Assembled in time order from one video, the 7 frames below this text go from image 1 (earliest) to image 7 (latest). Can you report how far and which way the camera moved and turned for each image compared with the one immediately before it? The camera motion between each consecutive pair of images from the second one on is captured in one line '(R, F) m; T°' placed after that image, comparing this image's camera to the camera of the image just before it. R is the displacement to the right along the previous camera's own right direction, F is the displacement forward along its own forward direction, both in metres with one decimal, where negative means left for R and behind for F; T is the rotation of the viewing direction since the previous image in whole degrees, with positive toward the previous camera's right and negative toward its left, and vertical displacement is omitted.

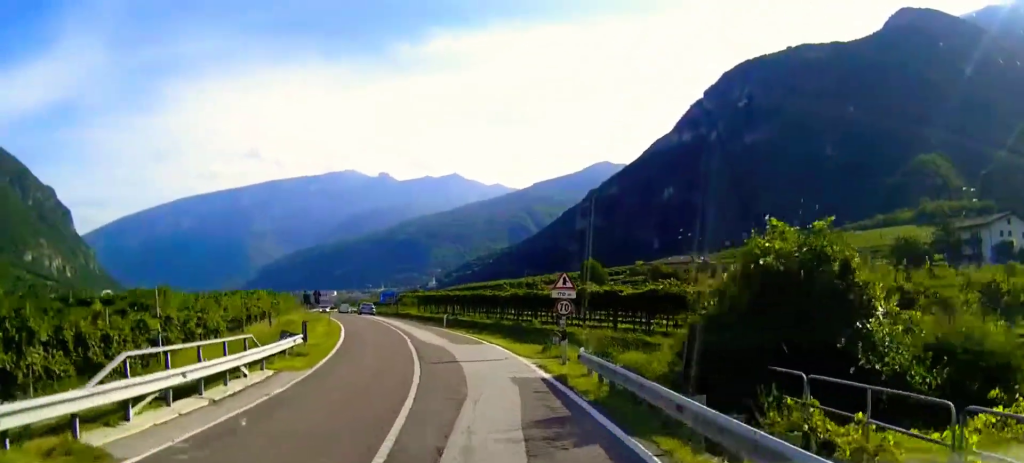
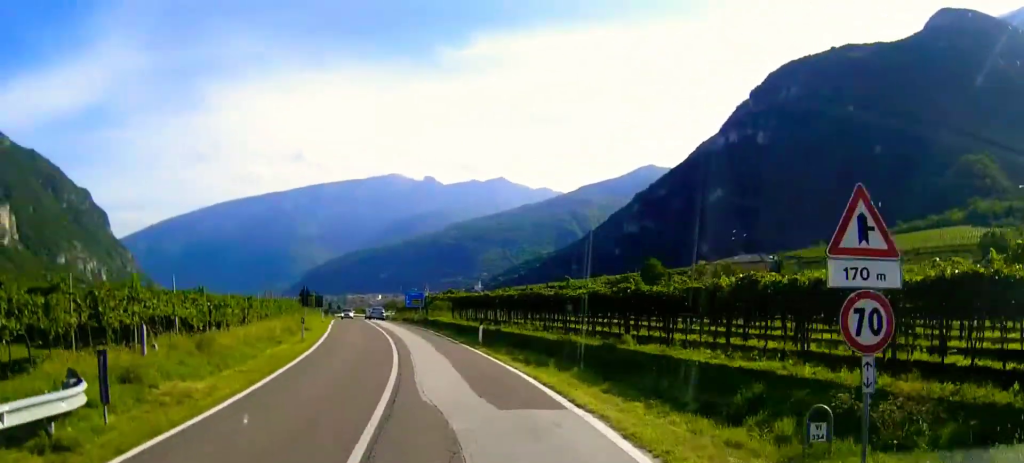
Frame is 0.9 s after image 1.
(-0.3, +18.4) m; -3°
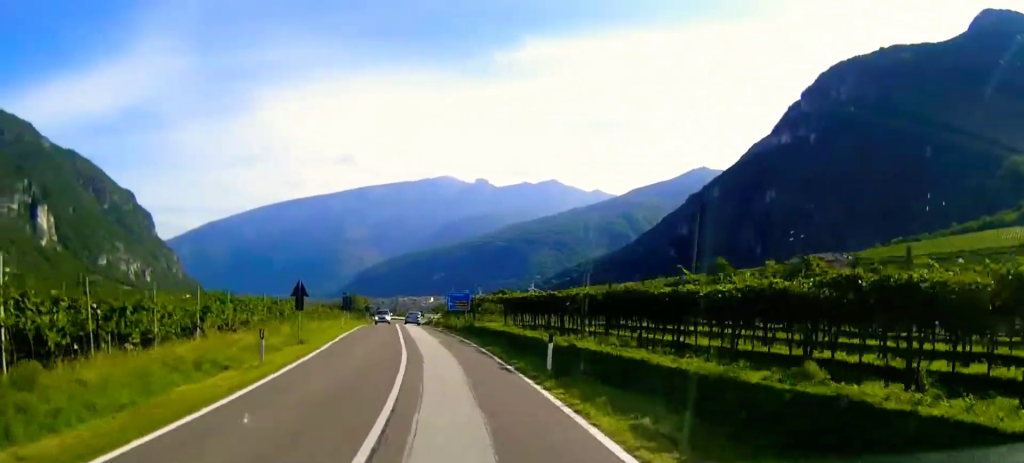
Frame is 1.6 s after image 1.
(-0.2, +13.2) m; -3°
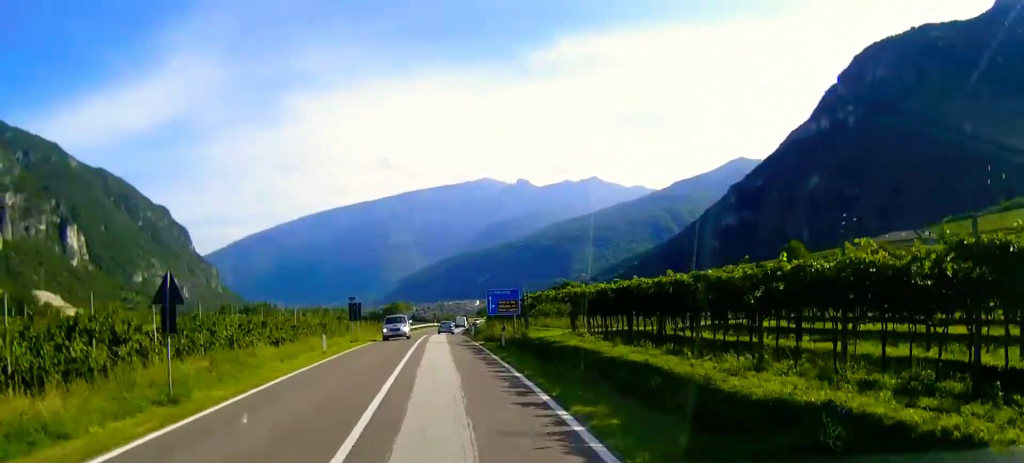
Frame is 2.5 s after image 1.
(-0.5, +18.5) m; -4°
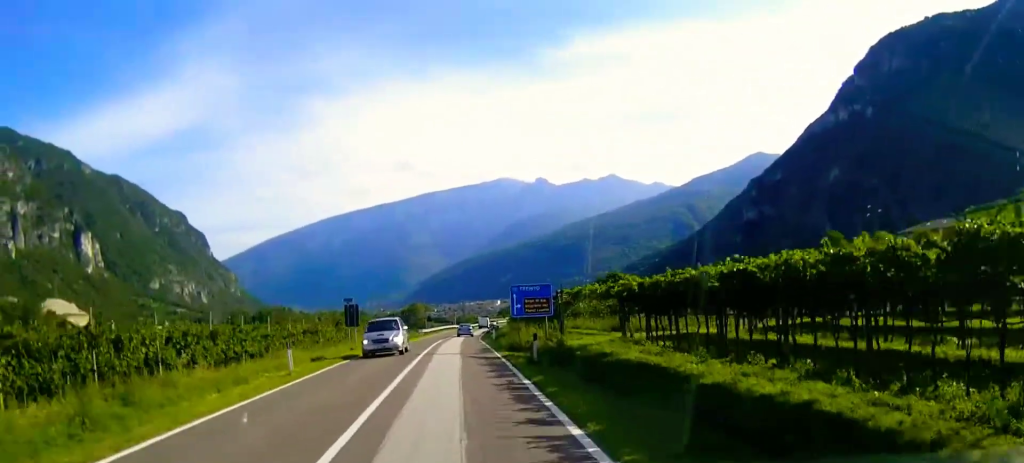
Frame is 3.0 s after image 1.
(-0.3, +9.3) m; -2°
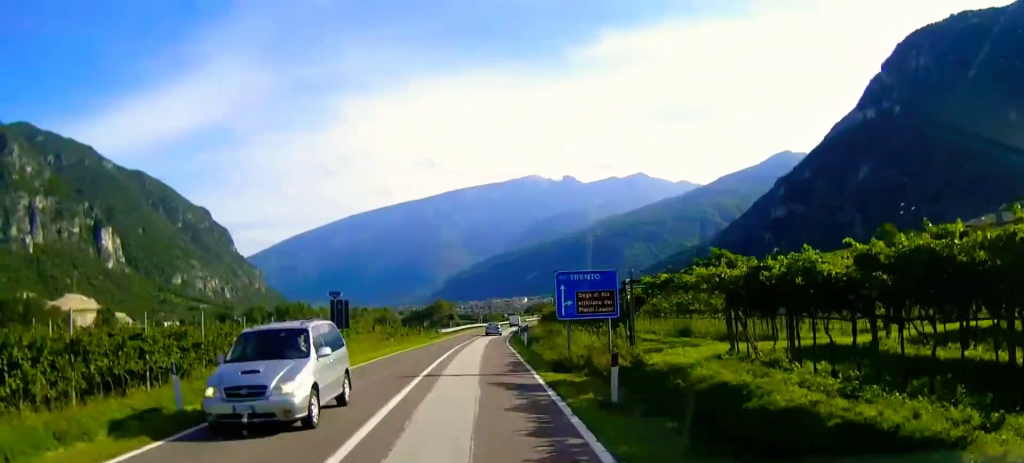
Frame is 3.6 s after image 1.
(-0.1, +11.3) m; -2°
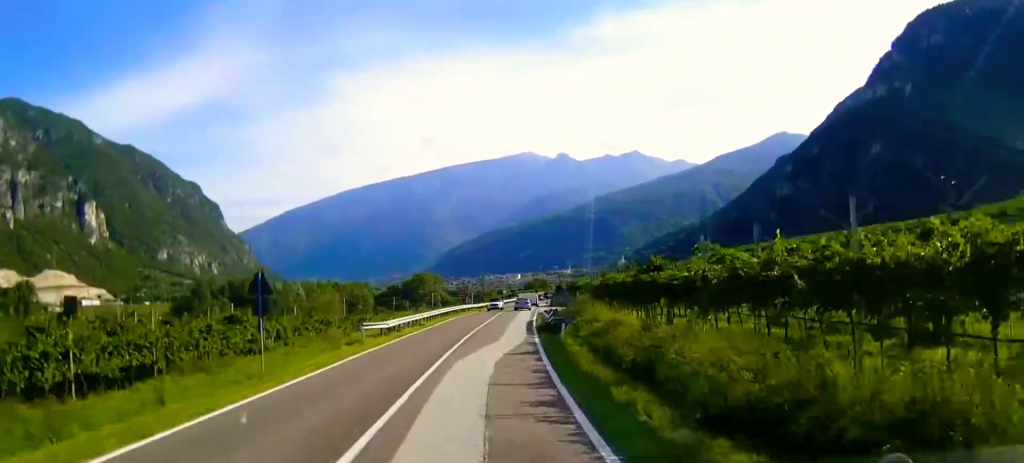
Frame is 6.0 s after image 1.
(-0.7, +48.7) m; 0°
